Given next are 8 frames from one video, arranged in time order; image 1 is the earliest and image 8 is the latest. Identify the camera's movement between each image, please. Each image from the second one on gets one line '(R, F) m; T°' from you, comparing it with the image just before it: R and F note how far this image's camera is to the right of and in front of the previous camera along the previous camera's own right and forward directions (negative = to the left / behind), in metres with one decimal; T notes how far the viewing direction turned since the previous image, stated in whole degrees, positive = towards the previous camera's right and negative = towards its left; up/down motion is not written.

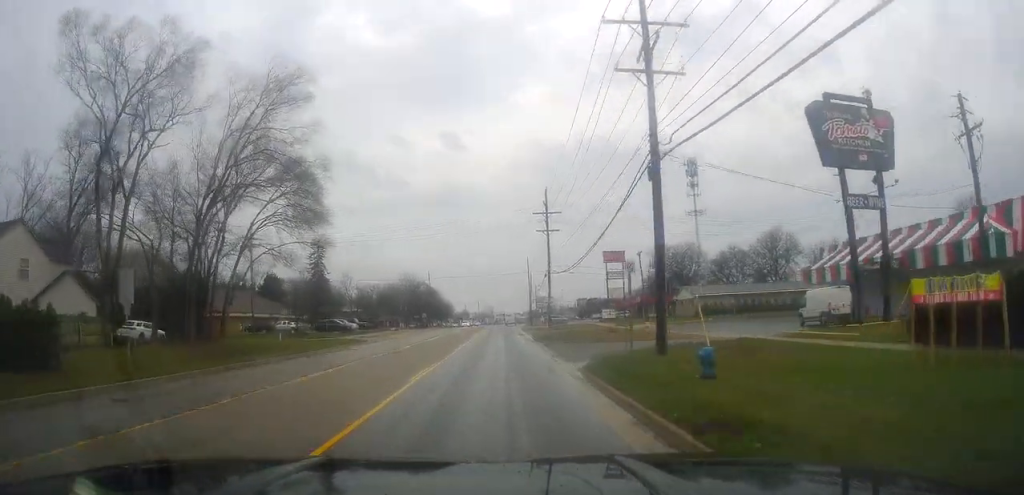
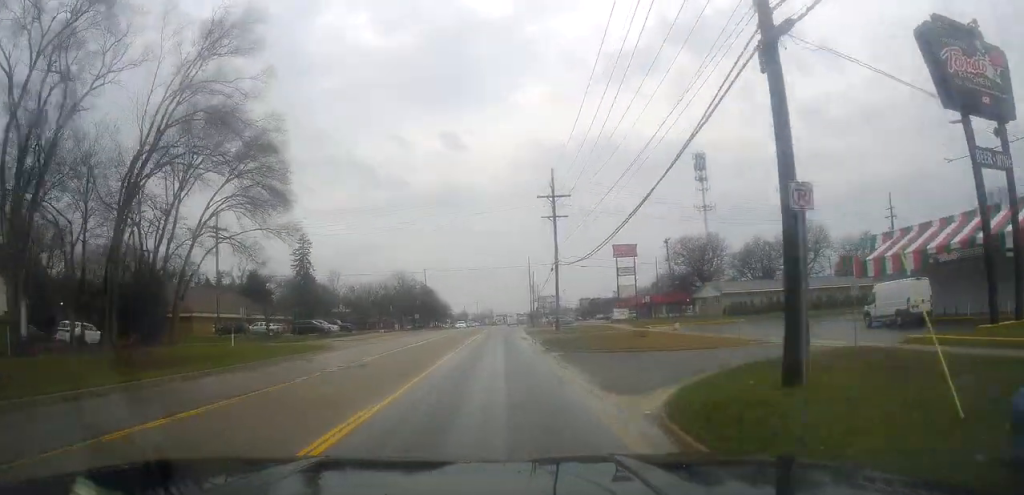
(-0.1, +8.9) m; -1°
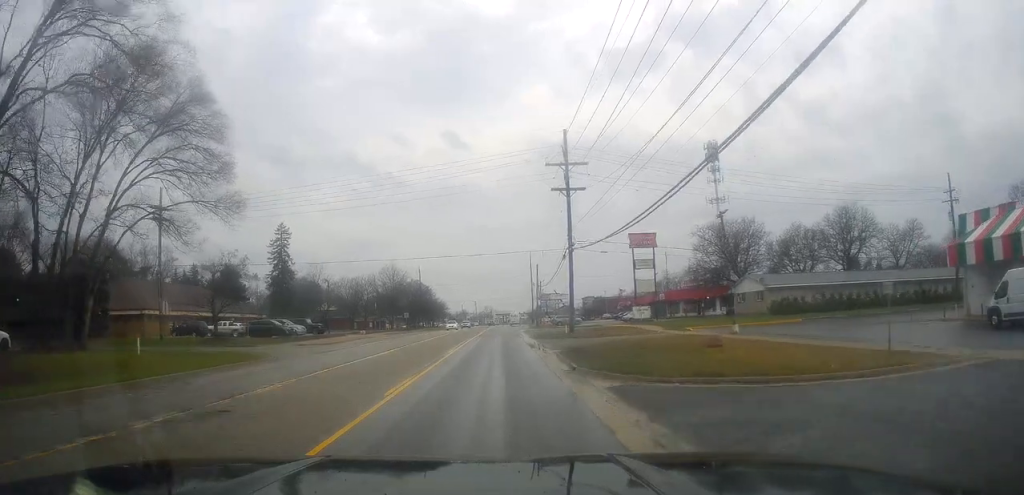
(0.0, +11.4) m; 0°
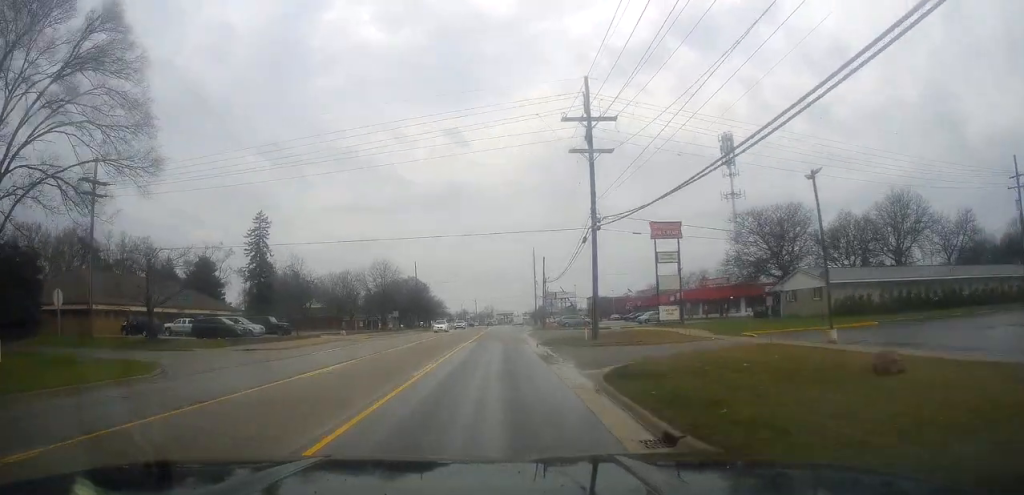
(0.0, +10.2) m; 0°
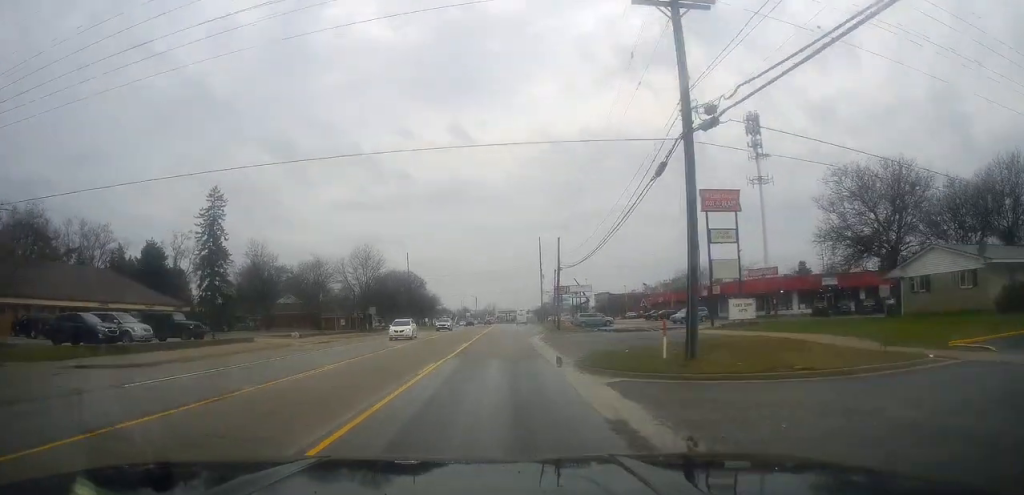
(0.0, +16.3) m; 0°
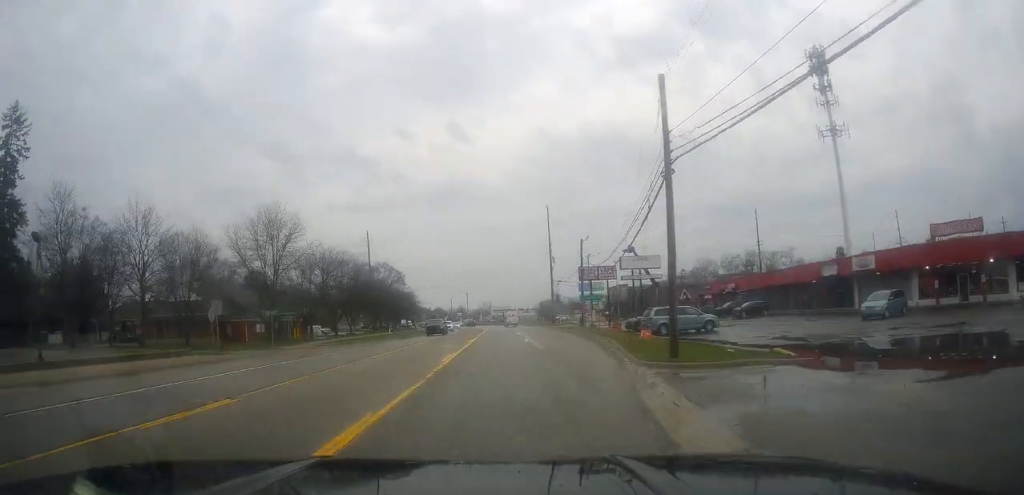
(+0.2, +37.4) m; +2°
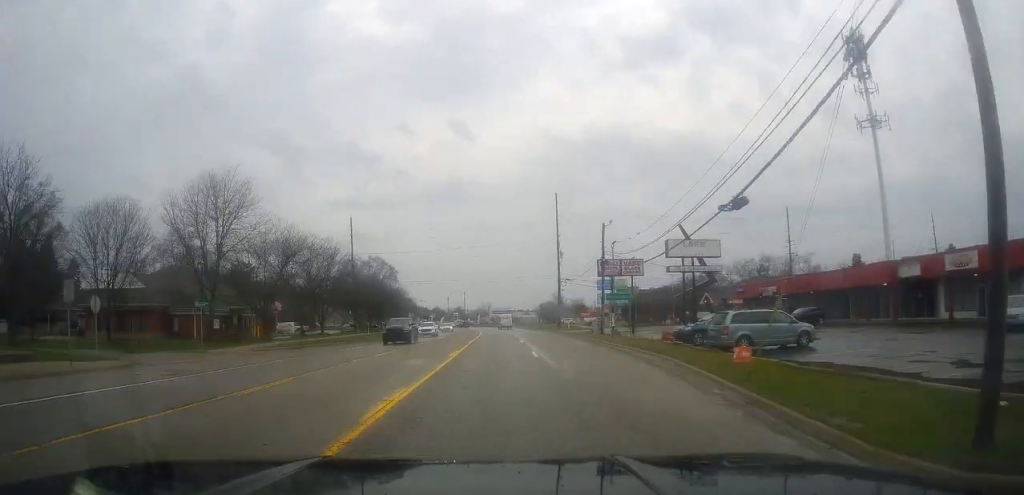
(+0.4, +12.4) m; 0°
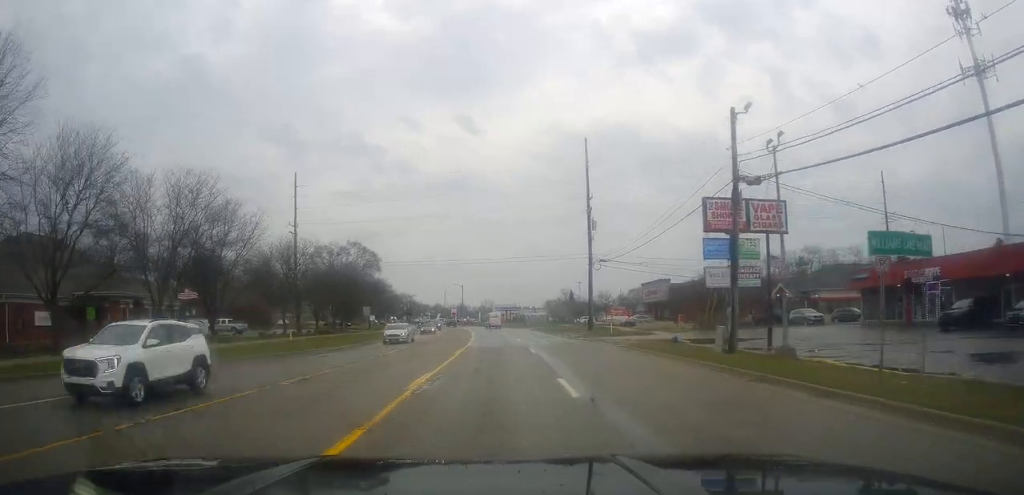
(-0.6, +27.4) m; -1°
